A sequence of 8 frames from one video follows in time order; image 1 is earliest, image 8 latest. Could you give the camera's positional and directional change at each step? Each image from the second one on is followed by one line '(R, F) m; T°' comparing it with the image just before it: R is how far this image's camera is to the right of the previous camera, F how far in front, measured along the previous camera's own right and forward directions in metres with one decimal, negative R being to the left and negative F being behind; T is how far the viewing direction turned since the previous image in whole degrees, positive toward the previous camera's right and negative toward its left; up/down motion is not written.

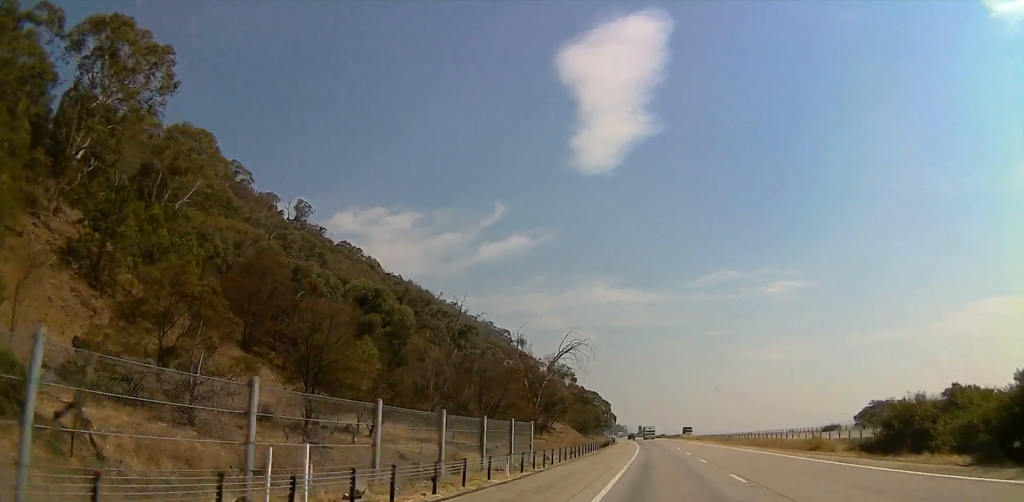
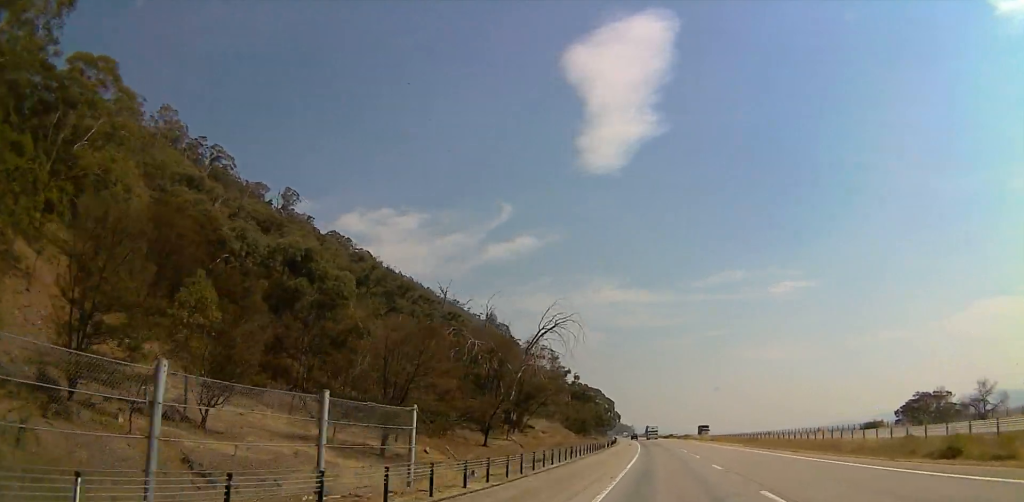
(0.0, +17.6) m; -1°
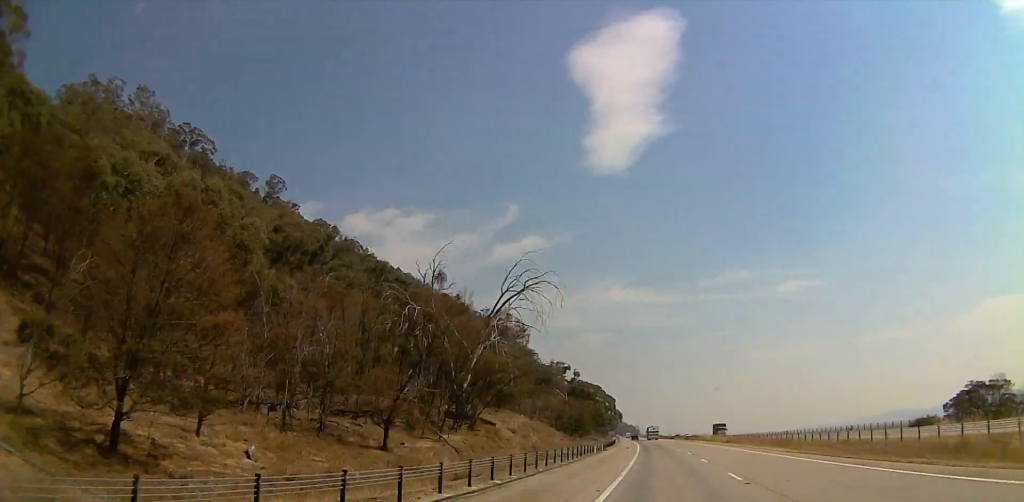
(-0.2, +17.0) m; -1°
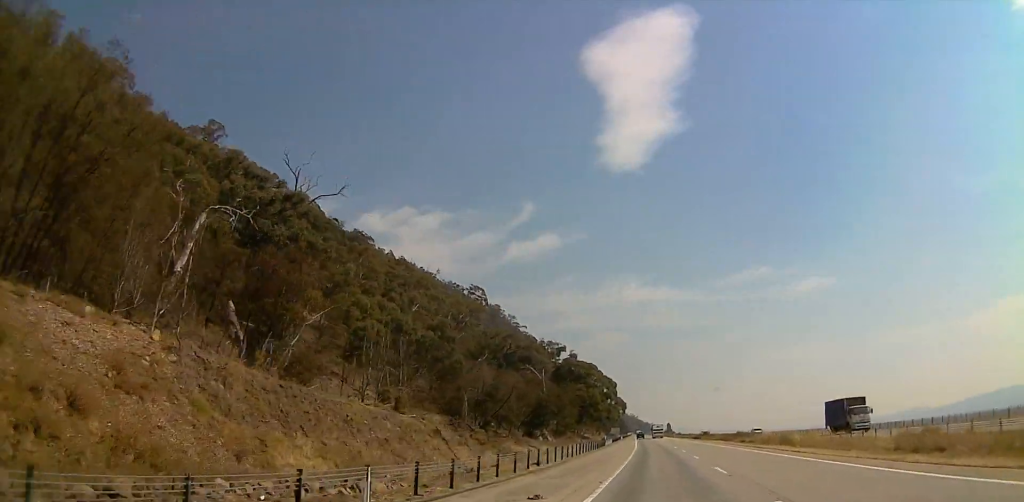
(-1.2, +49.2) m; -2°
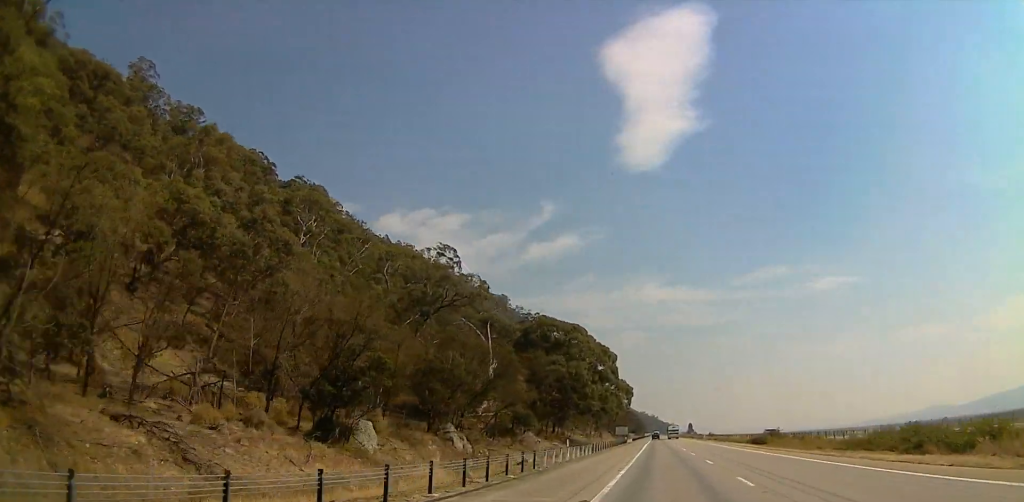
(-0.4, +42.6) m; 0°
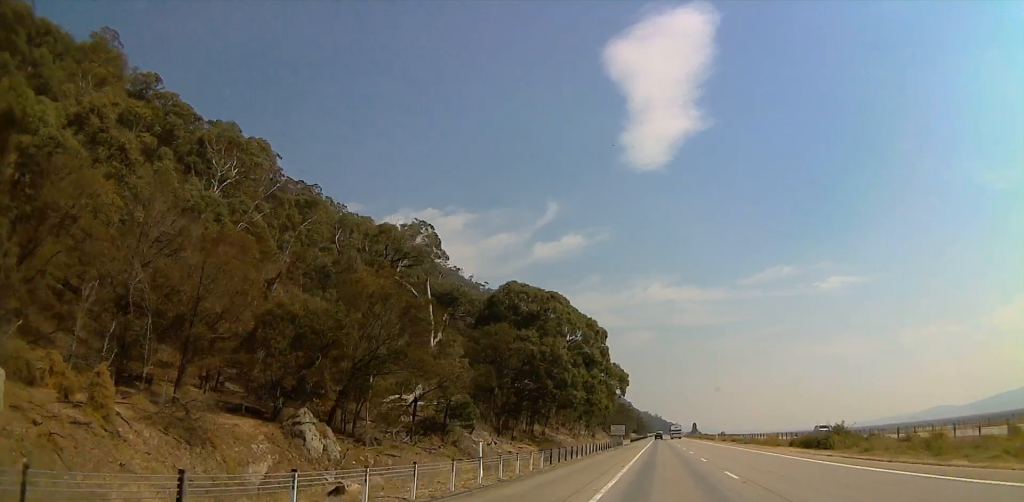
(0.0, +18.4) m; +1°
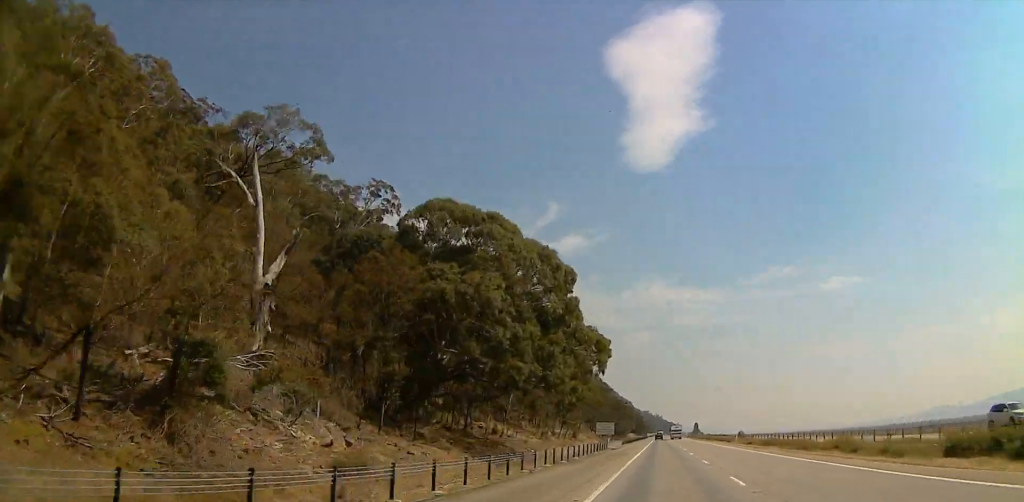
(+0.5, +24.2) m; 0°
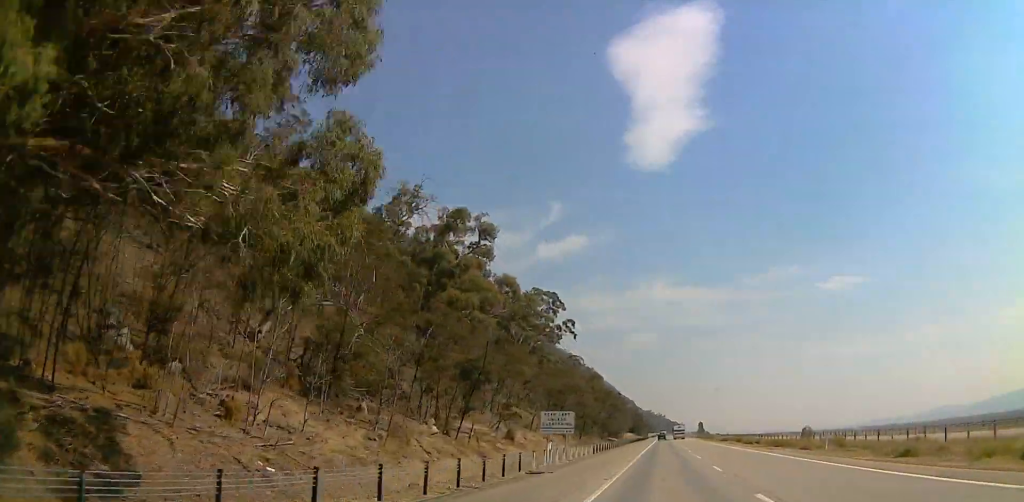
(-1.1, +47.2) m; -2°
